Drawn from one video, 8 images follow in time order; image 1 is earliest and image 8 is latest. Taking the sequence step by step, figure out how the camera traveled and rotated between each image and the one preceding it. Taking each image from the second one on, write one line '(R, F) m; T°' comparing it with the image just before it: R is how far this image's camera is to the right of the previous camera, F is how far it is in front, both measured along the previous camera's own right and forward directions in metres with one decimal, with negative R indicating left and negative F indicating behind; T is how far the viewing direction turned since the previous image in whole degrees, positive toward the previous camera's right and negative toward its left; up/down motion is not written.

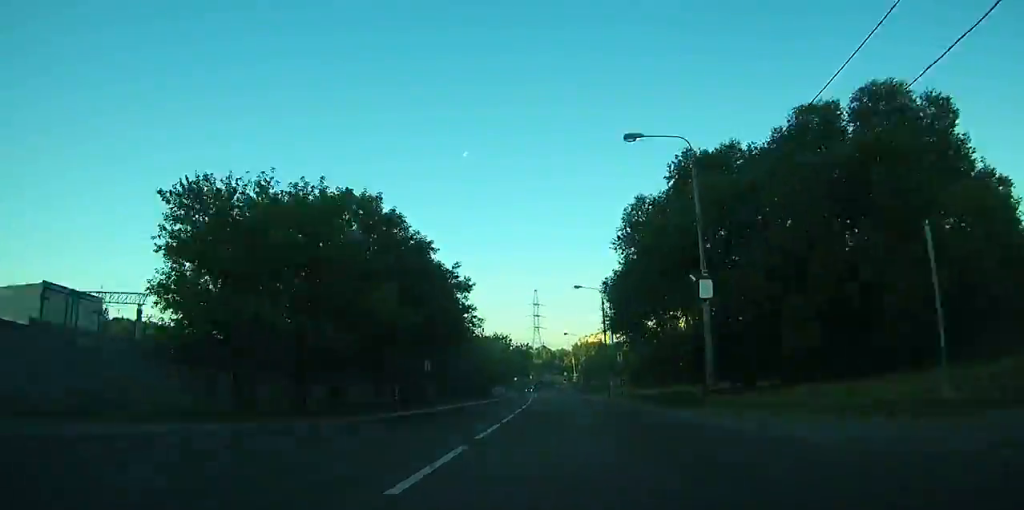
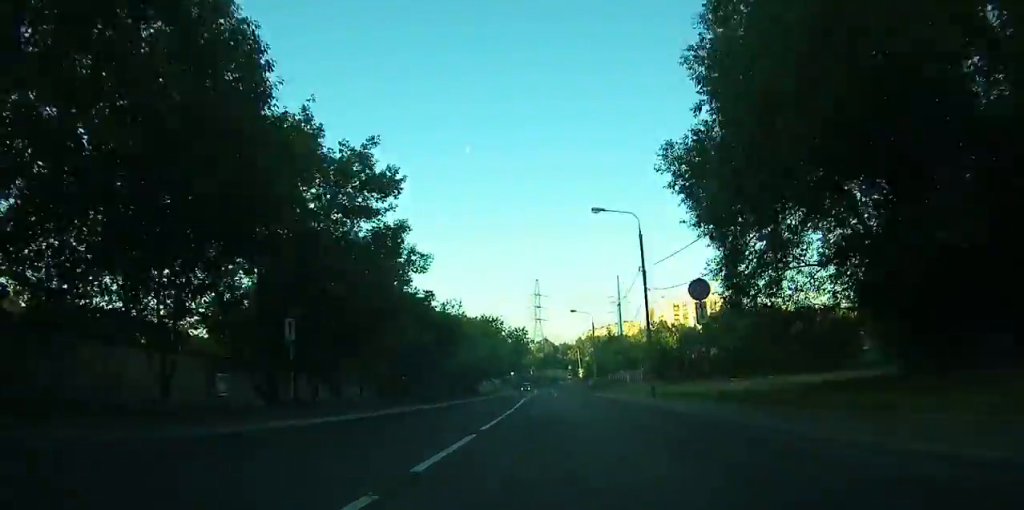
(-0.2, +22.0) m; -1°
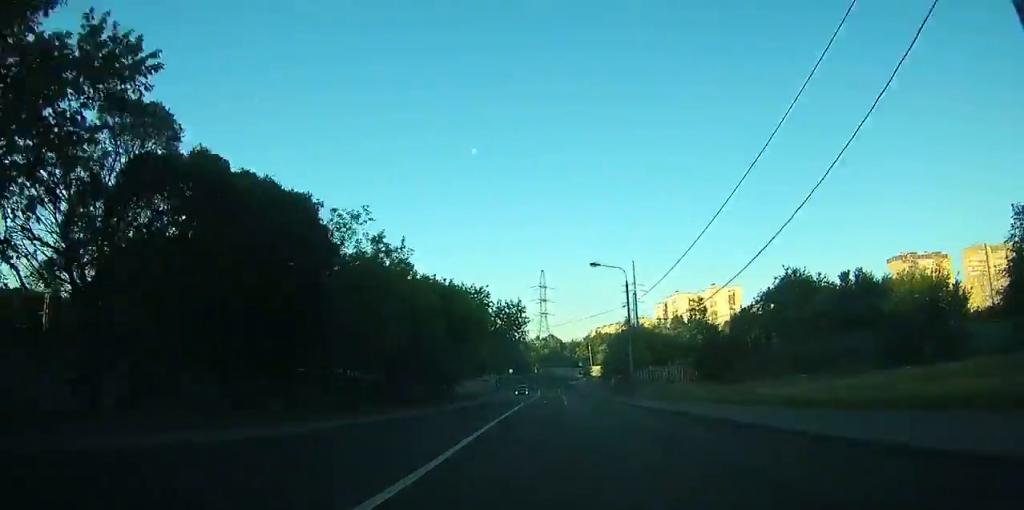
(-0.4, +26.1) m; -1°
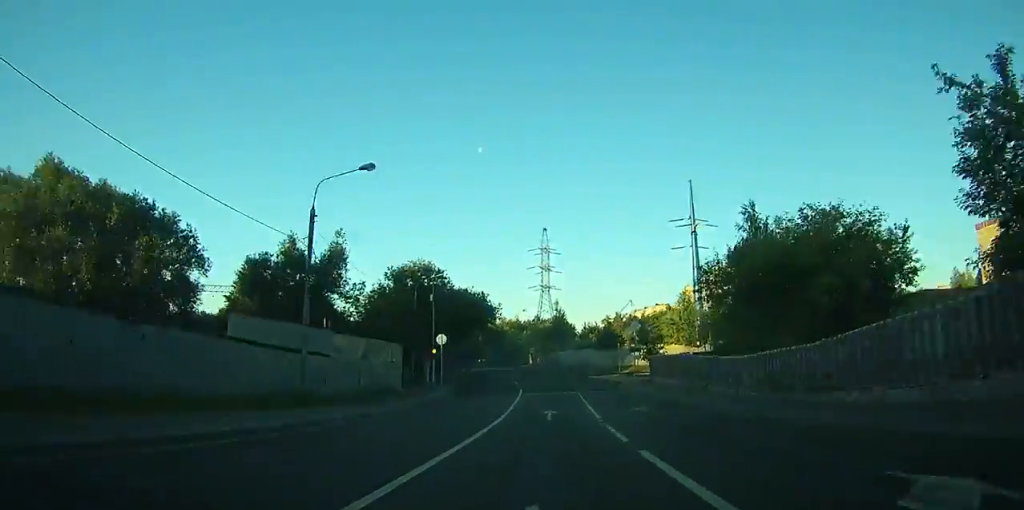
(-0.8, +75.9) m; -1°
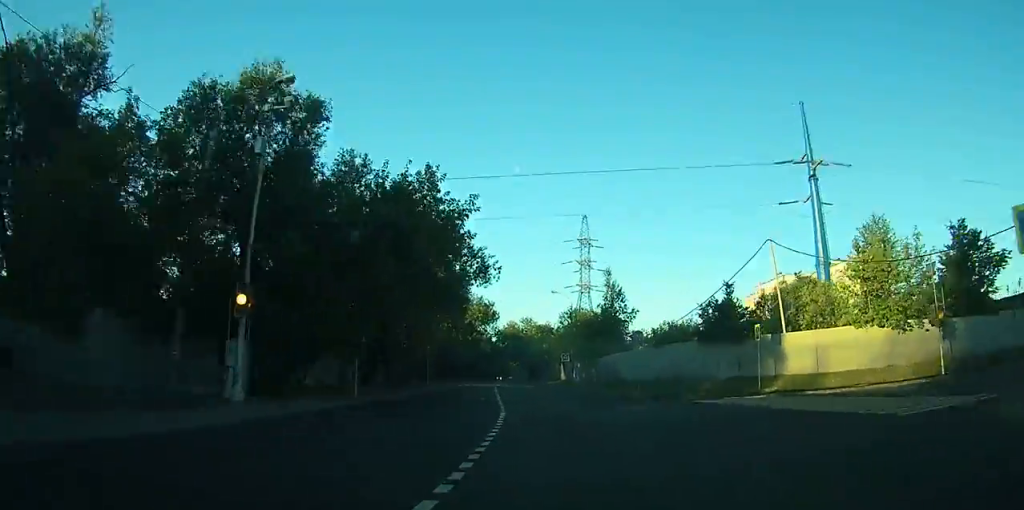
(-0.6, +44.9) m; -2°
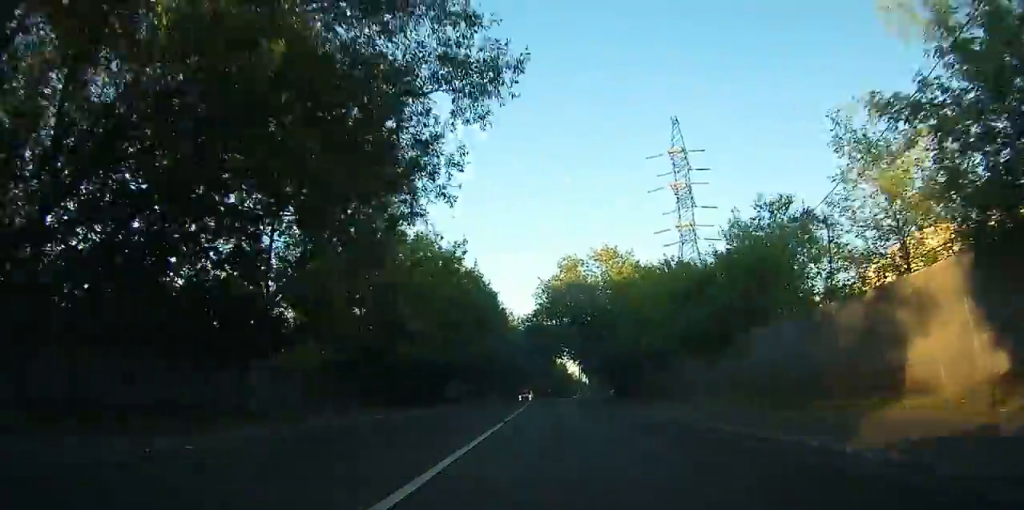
(-3.4, +69.4) m; -5°
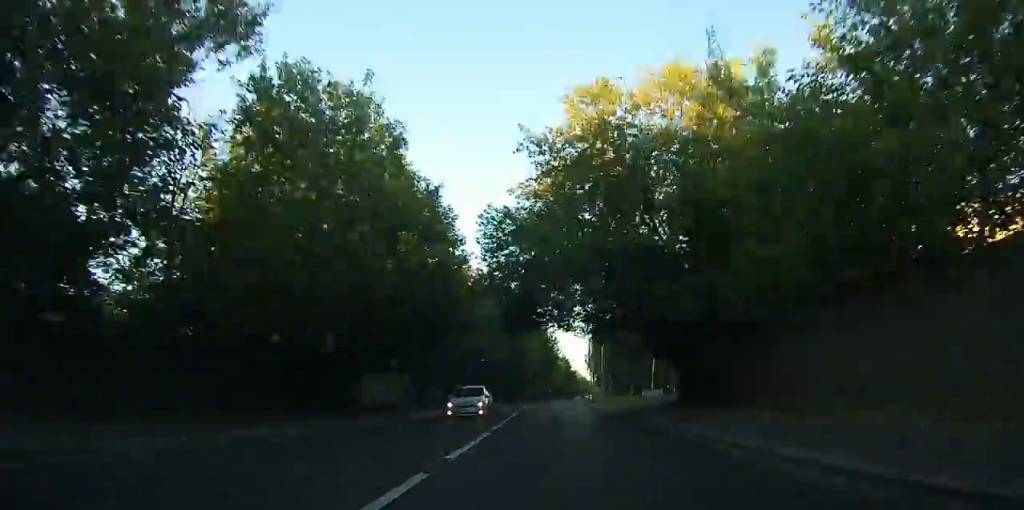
(-0.3, +26.4) m; 0°
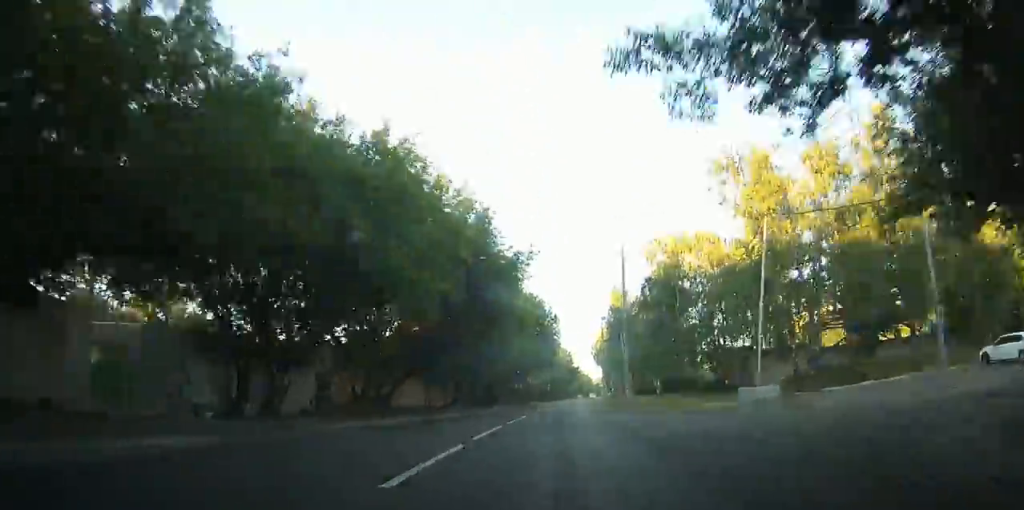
(-0.1, +25.6) m; 0°
